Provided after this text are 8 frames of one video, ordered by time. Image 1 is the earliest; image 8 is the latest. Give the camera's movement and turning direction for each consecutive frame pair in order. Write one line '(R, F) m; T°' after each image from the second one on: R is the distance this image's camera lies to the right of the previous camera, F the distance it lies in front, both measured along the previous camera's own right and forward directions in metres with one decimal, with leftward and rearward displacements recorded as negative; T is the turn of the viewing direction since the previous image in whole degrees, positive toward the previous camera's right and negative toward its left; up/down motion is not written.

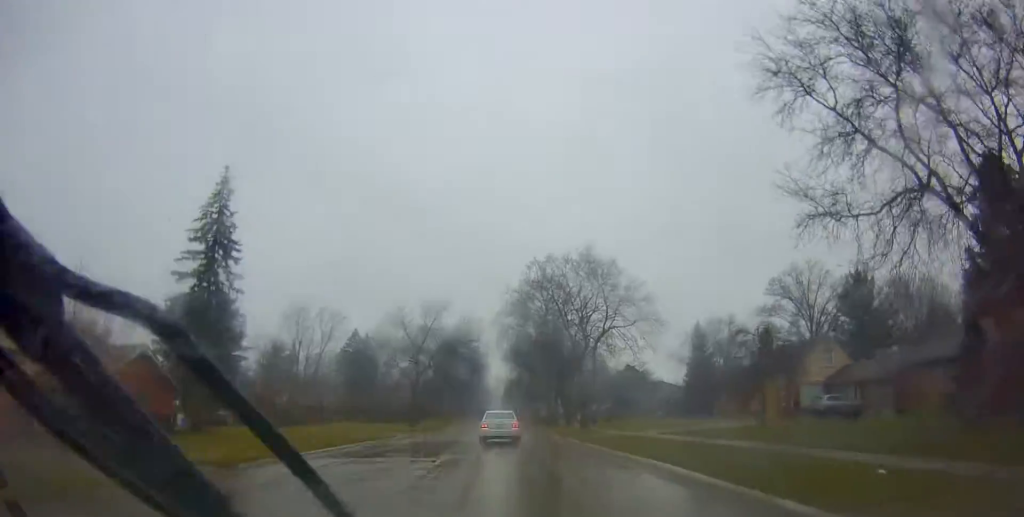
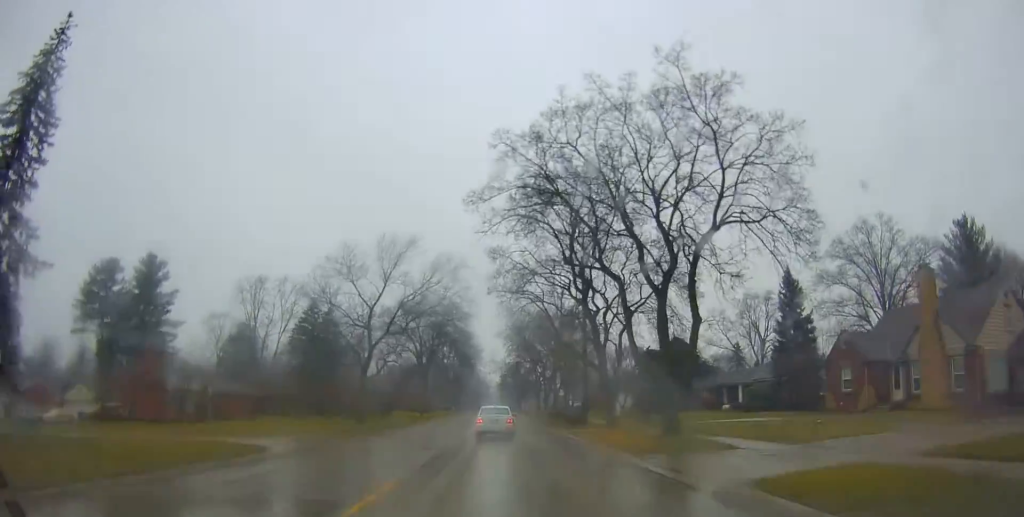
(+1.2, +22.9) m; +3°
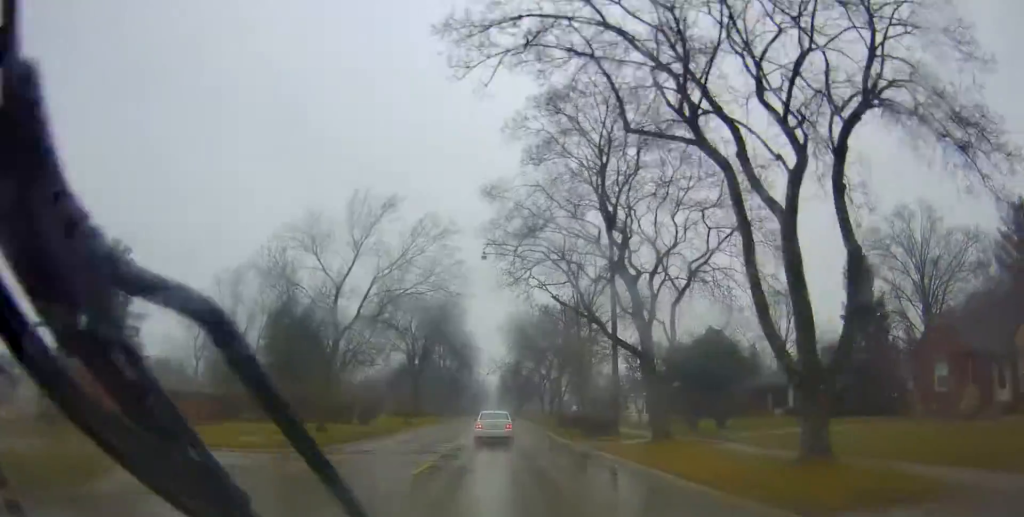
(0.0, +9.6) m; -2°
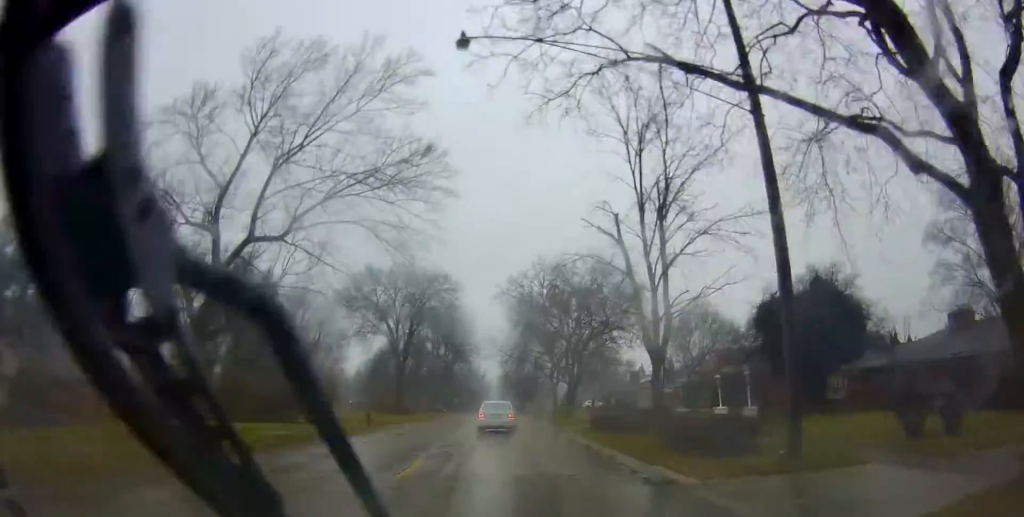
(-0.7, +16.5) m; -1°
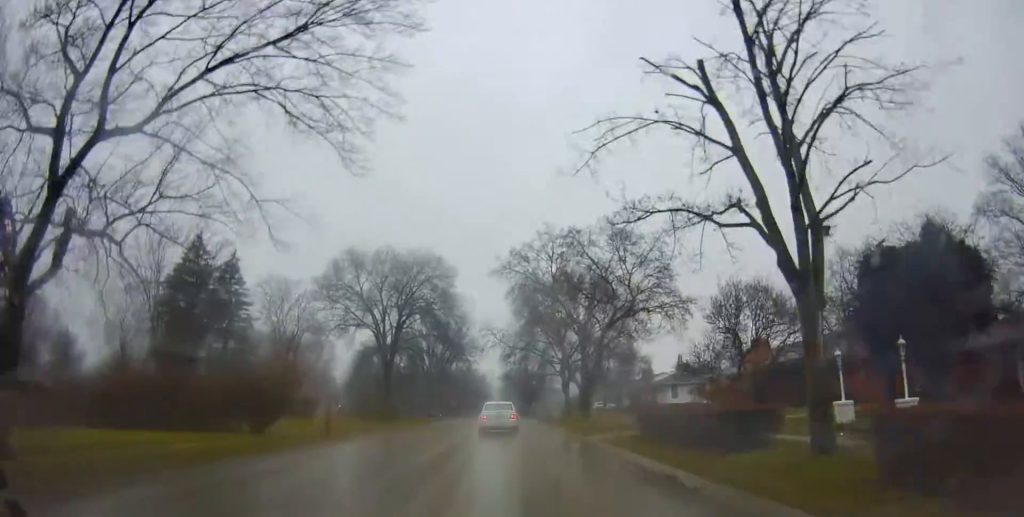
(+0.2, +9.7) m; +2°
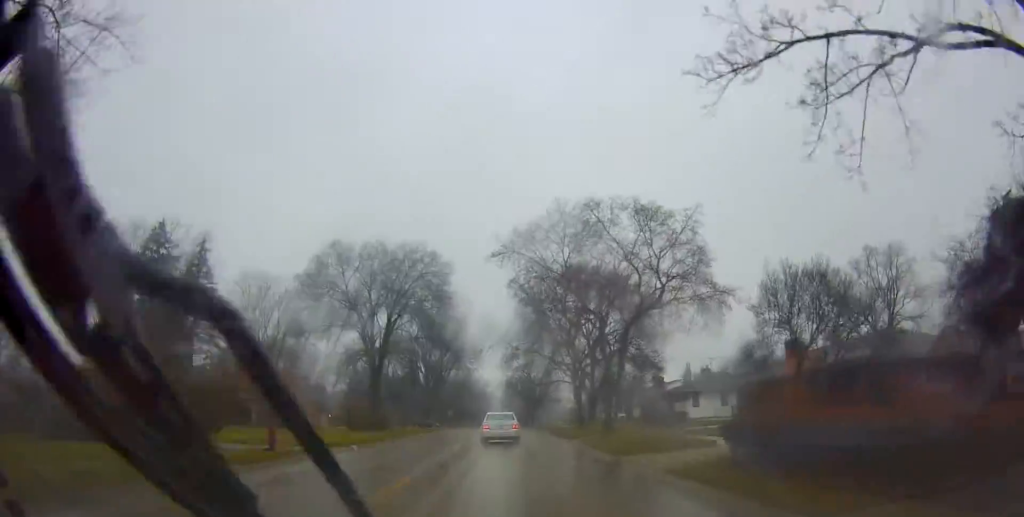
(+0.2, +7.4) m; +2°
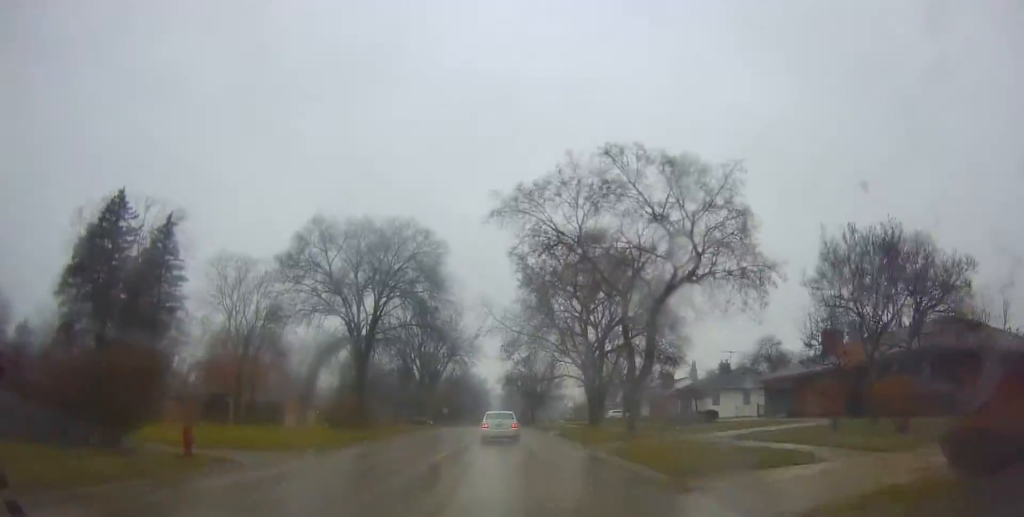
(0.0, +6.5) m; -1°
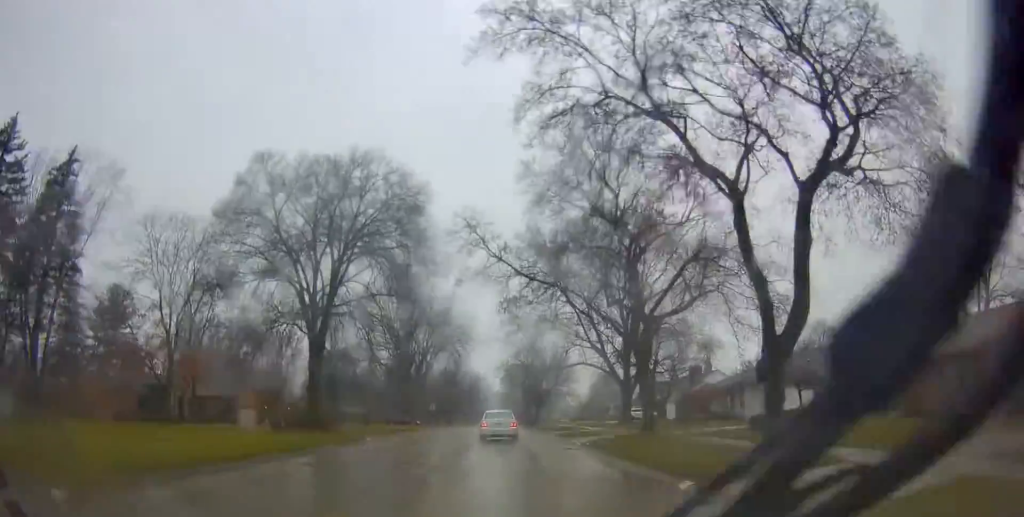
(-0.2, +14.4) m; -1°
